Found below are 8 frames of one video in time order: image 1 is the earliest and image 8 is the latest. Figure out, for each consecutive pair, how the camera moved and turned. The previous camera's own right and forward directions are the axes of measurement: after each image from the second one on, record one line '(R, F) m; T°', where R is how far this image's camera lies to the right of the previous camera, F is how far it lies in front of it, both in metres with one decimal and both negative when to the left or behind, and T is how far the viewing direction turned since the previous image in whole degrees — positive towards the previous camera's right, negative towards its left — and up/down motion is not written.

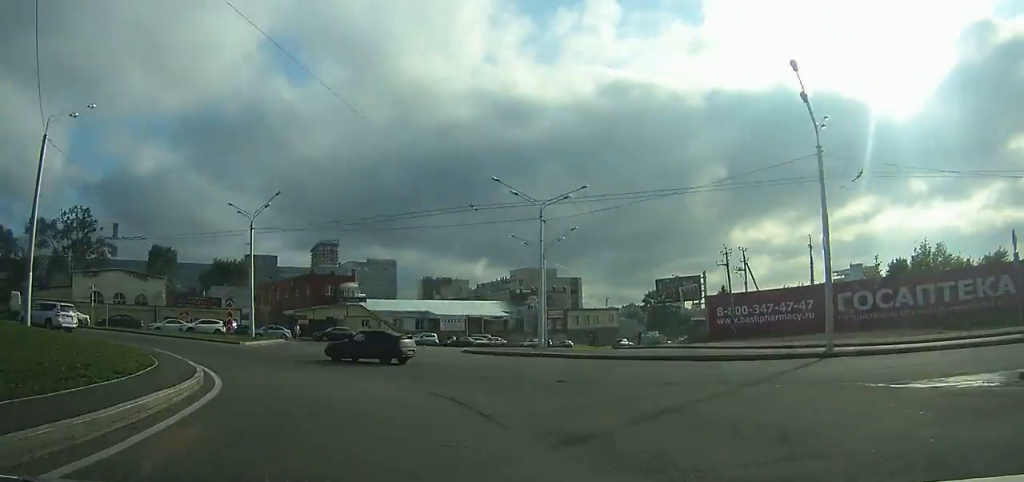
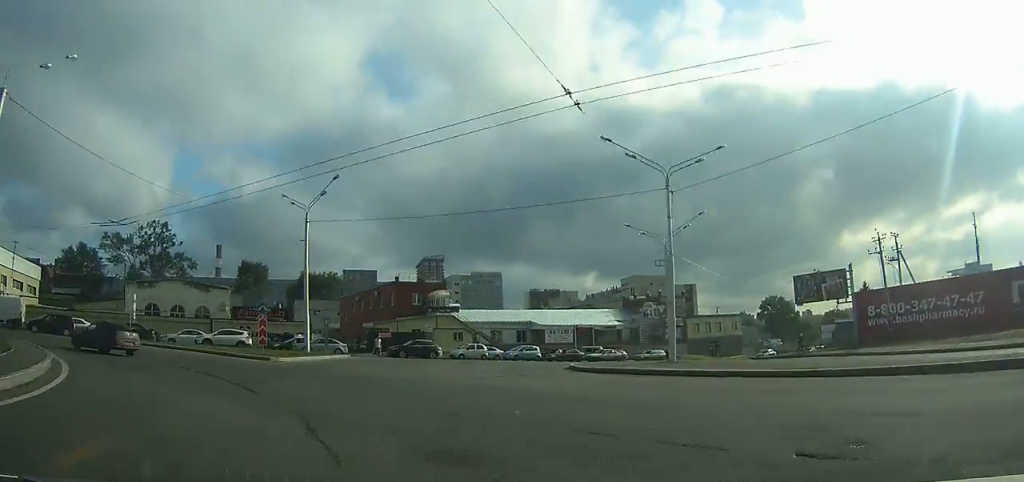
(-0.5, +10.9) m; -14°
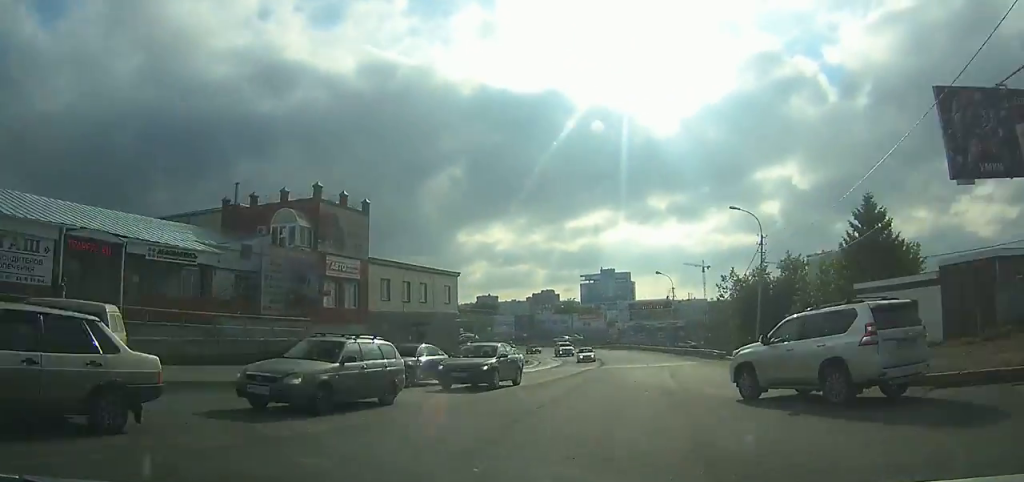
(+1.8, +60.4) m; +30°
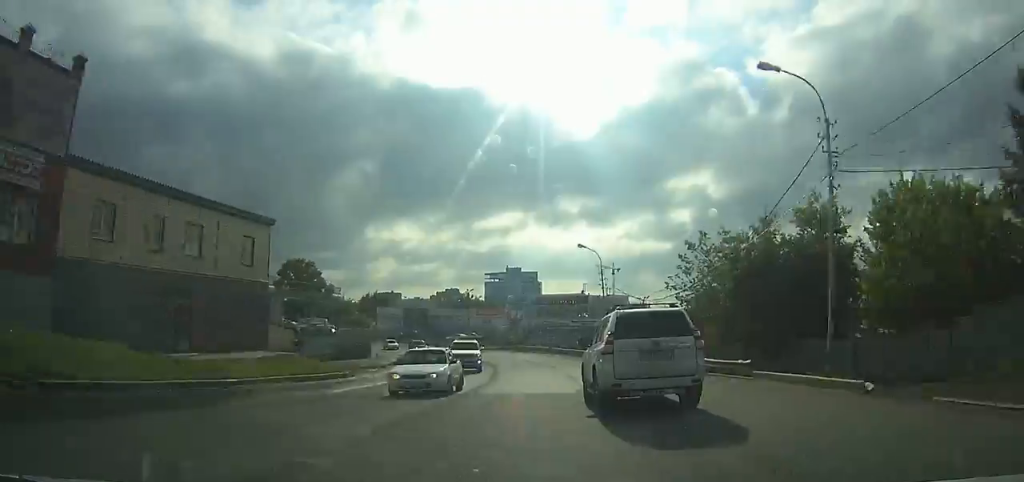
(+2.3, +18.8) m; +6°
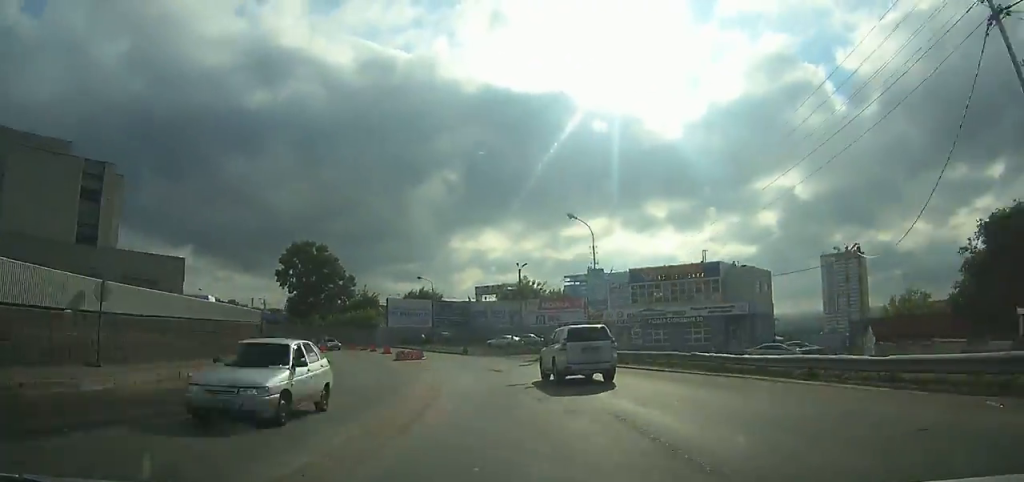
(+0.6, +39.8) m; -6°
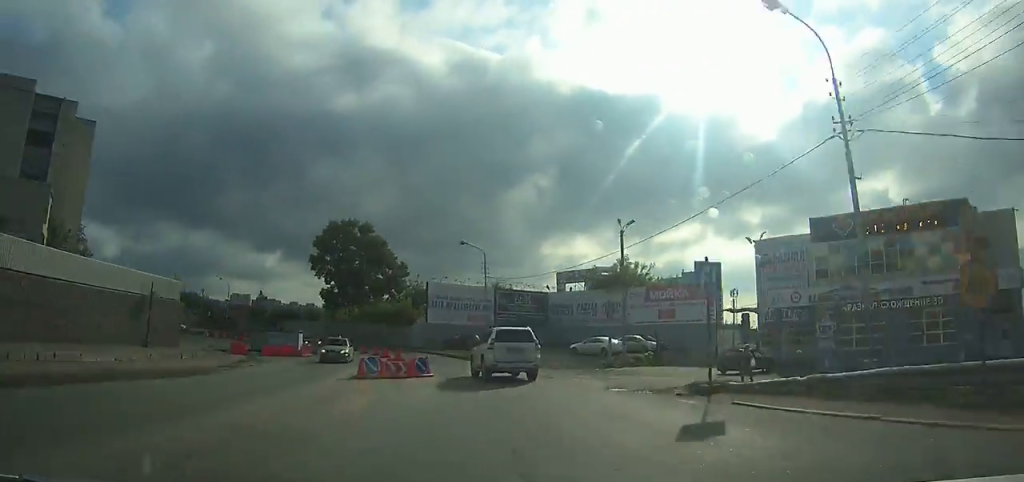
(-1.8, +23.6) m; -10°
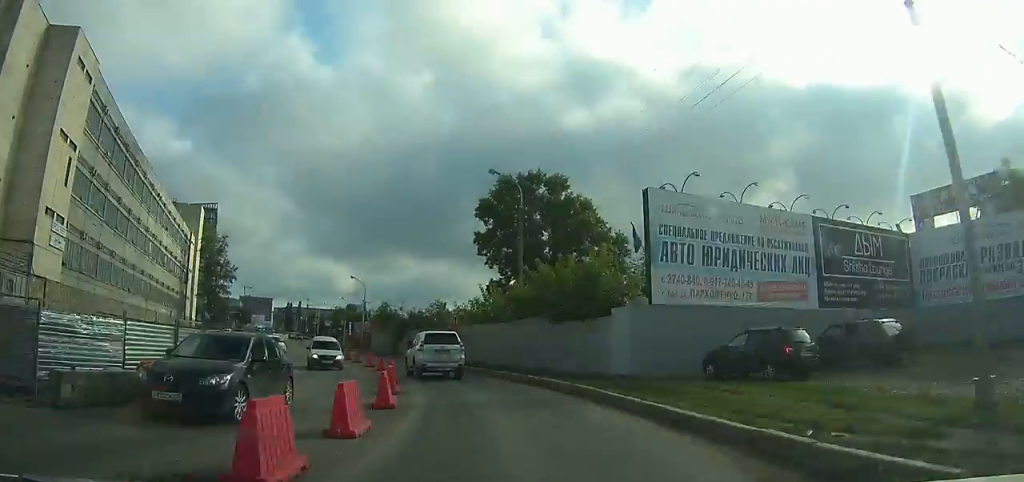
(-5.2, +35.5) m; -19°
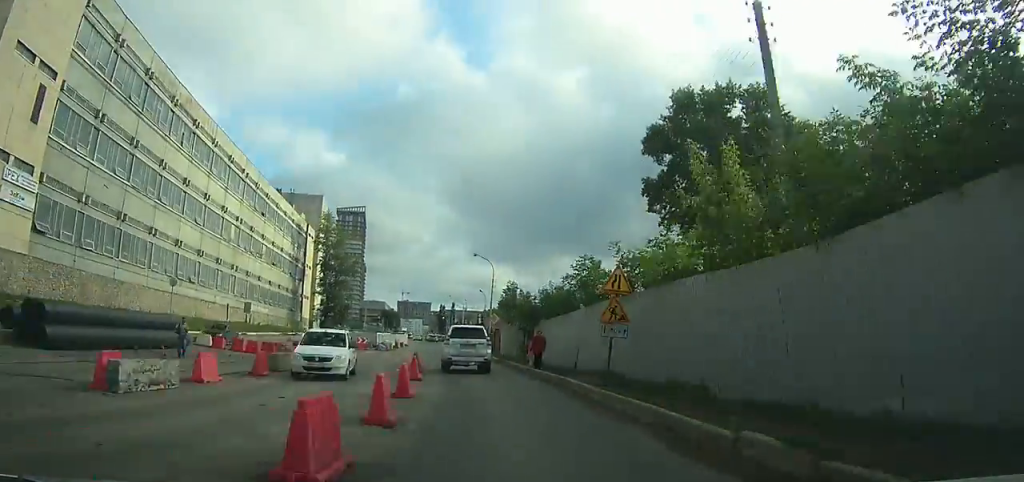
(-0.9, +20.1) m; -11°
